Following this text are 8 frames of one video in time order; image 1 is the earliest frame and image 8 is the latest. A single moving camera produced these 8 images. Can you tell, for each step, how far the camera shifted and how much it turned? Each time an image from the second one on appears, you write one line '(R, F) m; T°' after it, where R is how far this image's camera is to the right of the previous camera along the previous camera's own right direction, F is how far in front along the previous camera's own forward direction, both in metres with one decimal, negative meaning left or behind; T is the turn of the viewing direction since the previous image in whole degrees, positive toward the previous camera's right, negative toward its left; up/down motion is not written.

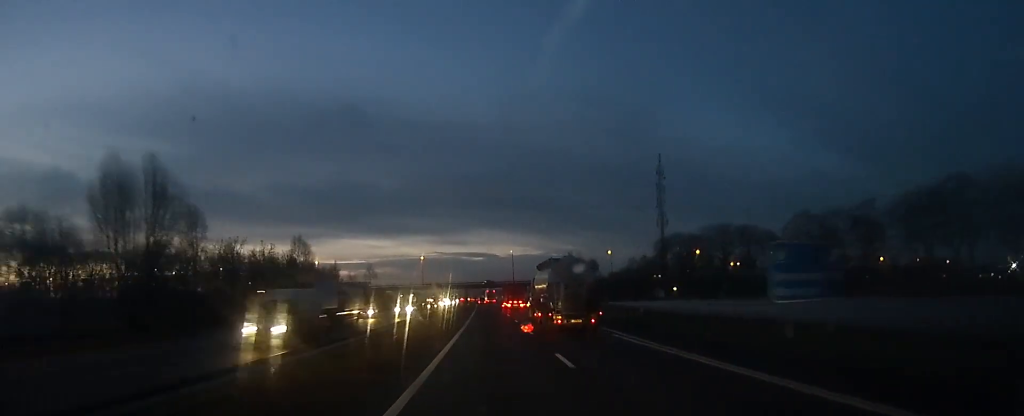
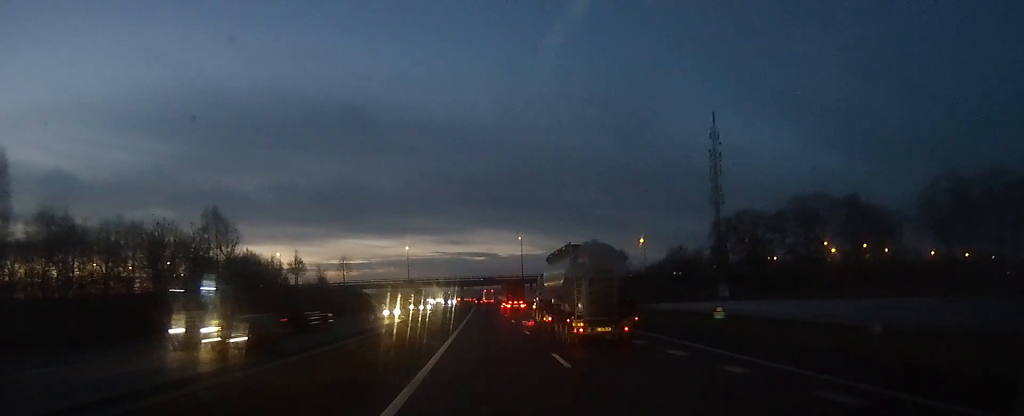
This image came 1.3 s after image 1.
(0.0, +35.8) m; -1°
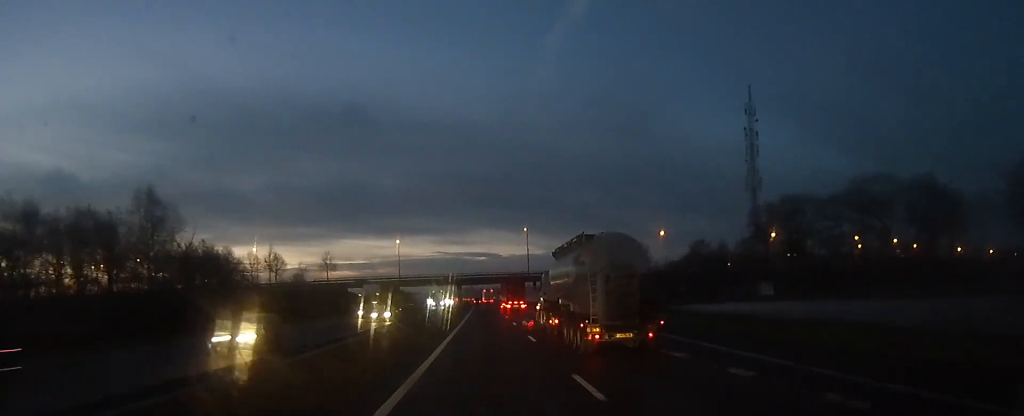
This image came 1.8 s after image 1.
(-0.1, +16.2) m; -1°
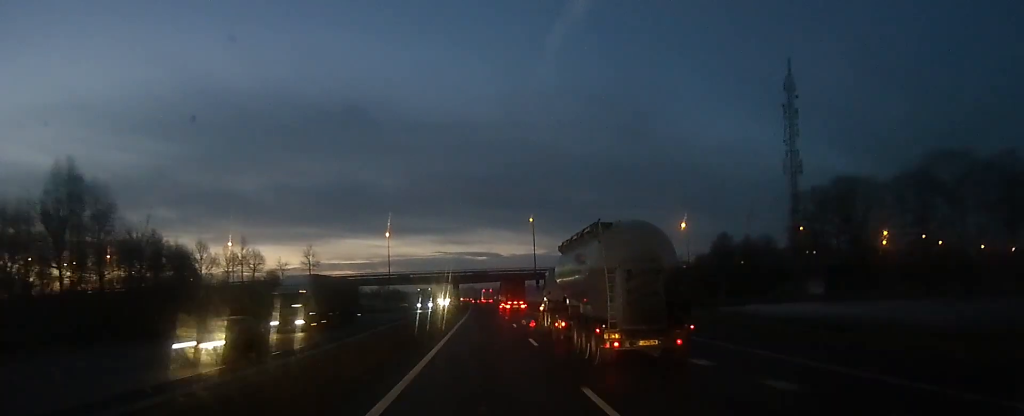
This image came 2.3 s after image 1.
(0.0, +13.7) m; 0°
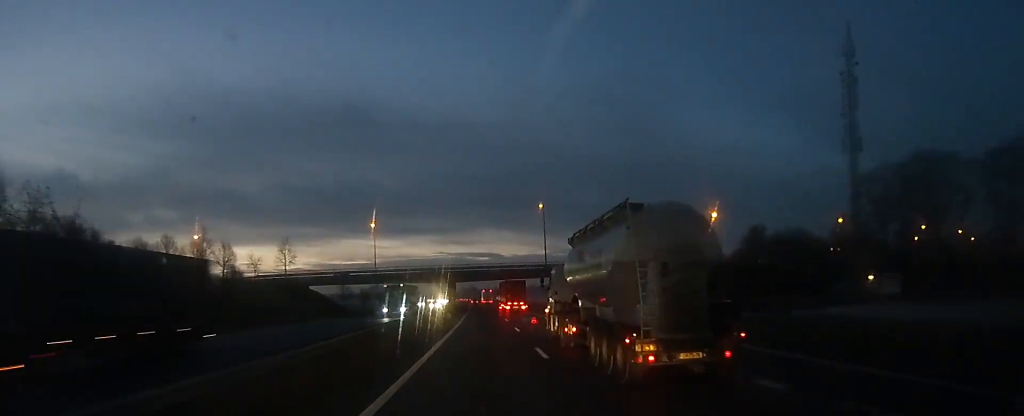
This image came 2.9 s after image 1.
(0.0, +15.6) m; -1°
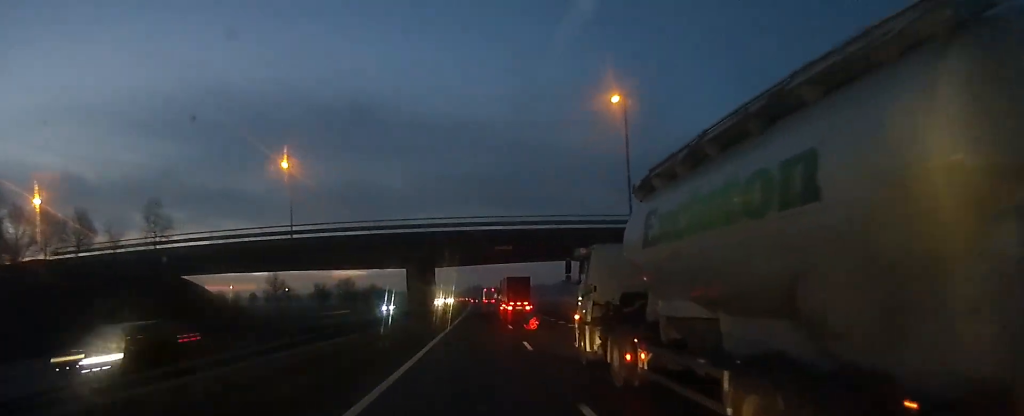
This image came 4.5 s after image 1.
(-0.6, +45.6) m; -1°
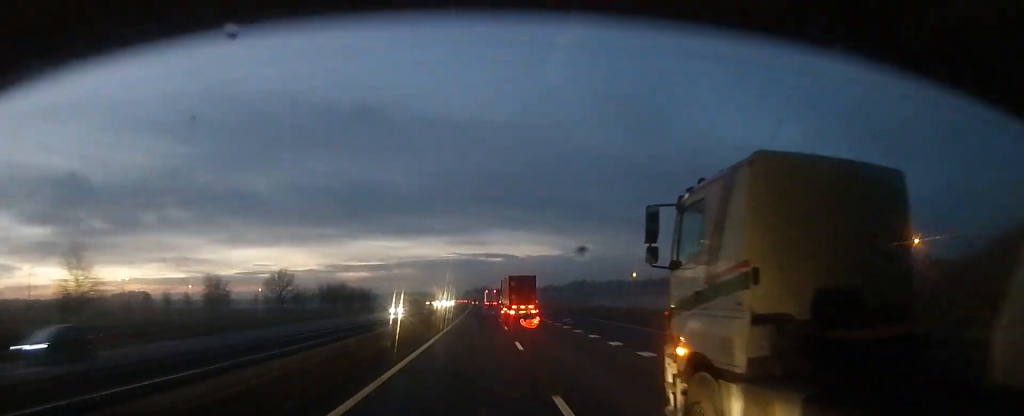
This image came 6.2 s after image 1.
(0.0, +47.0) m; 0°
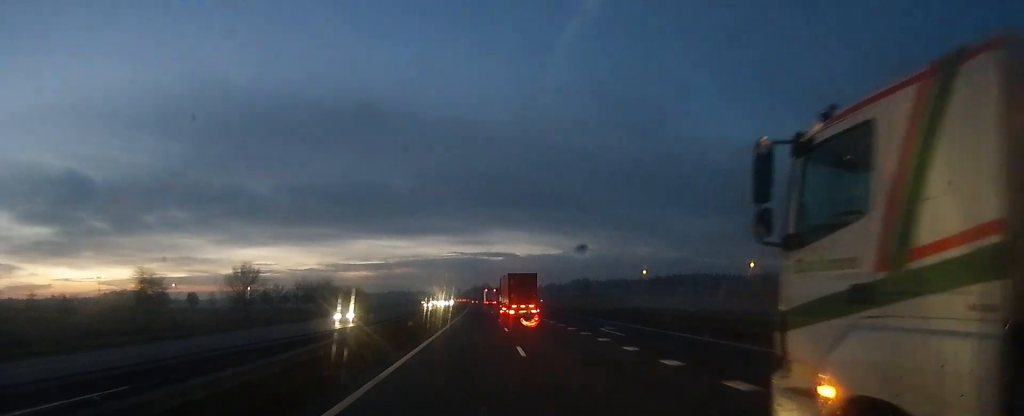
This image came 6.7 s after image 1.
(0.0, +14.5) m; 0°
